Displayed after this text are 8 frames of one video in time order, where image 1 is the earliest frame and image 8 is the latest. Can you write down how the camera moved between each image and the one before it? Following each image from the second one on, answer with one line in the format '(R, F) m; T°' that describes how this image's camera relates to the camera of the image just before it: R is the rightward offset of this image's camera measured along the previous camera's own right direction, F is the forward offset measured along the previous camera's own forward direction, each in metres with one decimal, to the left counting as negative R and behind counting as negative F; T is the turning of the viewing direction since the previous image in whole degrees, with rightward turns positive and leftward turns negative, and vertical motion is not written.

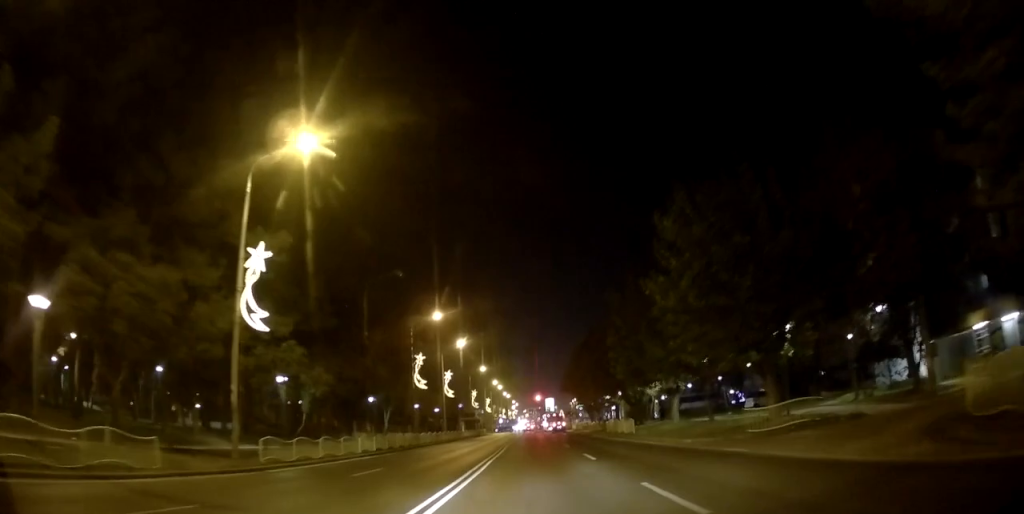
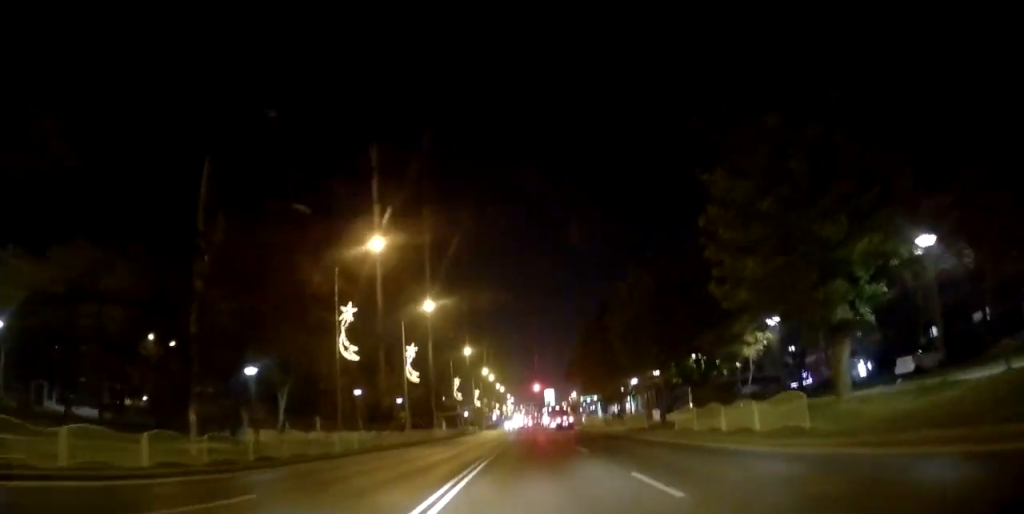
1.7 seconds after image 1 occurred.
(-0.1, +22.8) m; 0°
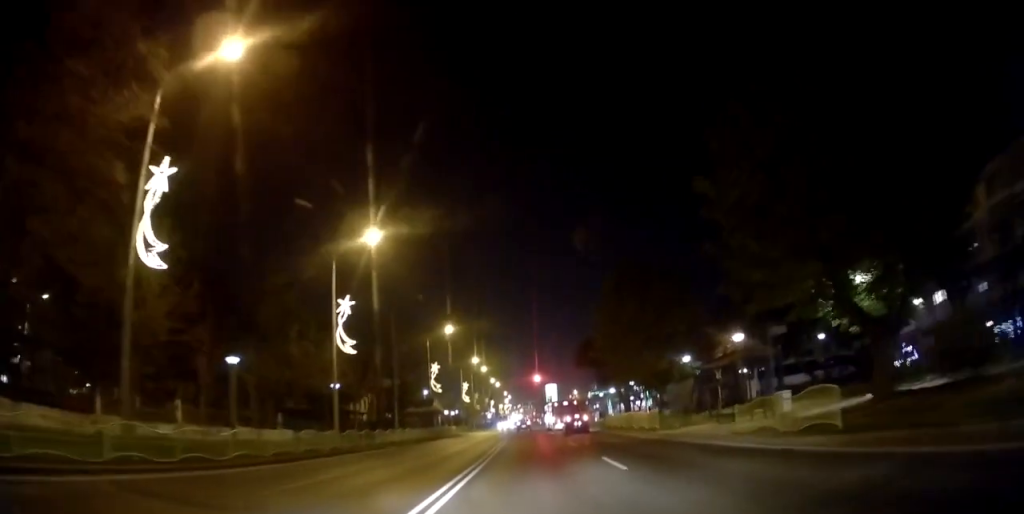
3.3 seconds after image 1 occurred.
(+0.1, +20.7) m; 0°
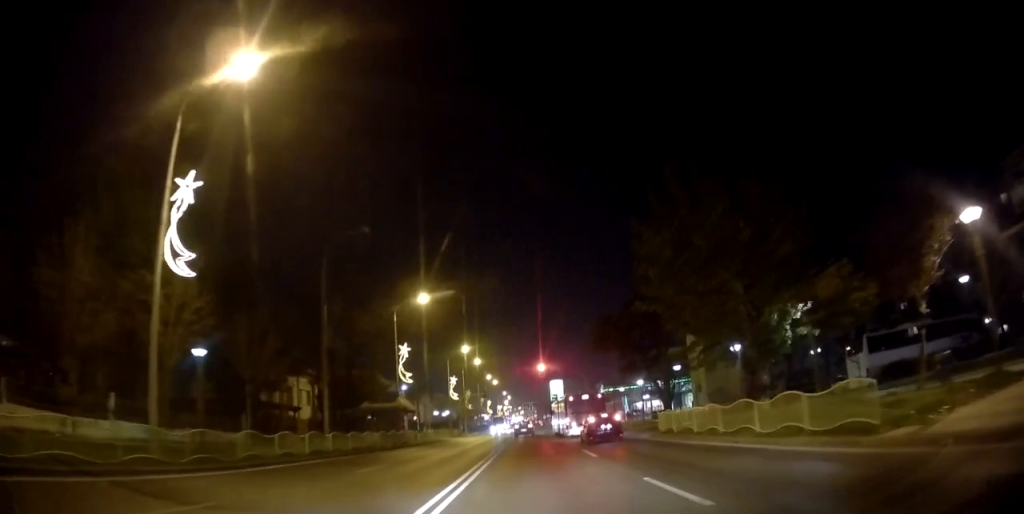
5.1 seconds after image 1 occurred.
(0.0, +18.9) m; -1°
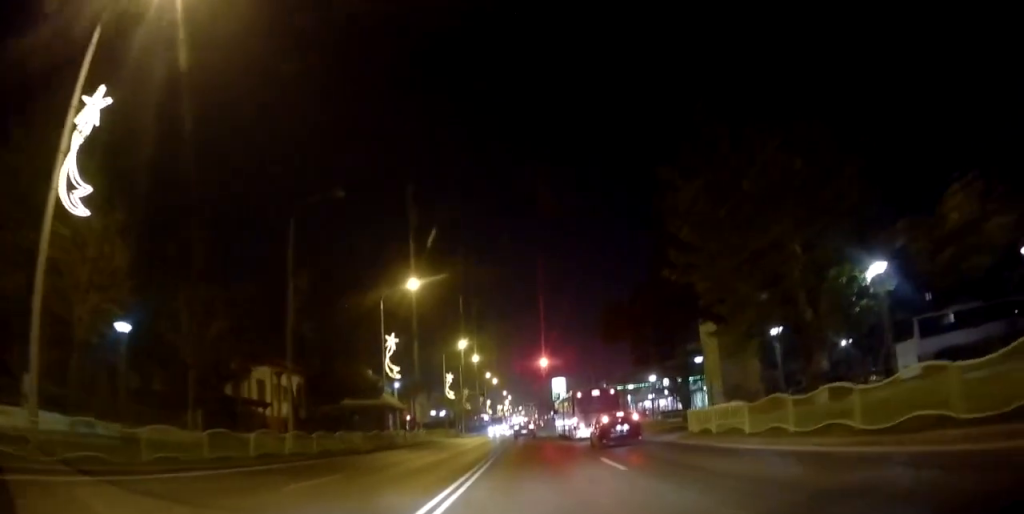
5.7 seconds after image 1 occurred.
(-0.1, +5.4) m; 0°
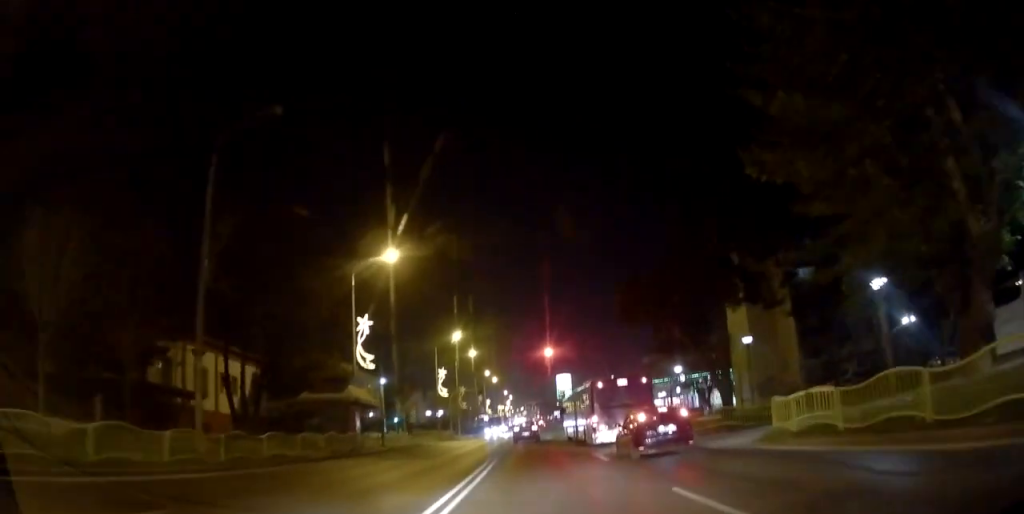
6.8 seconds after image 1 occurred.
(+0.1, +9.0) m; +1°
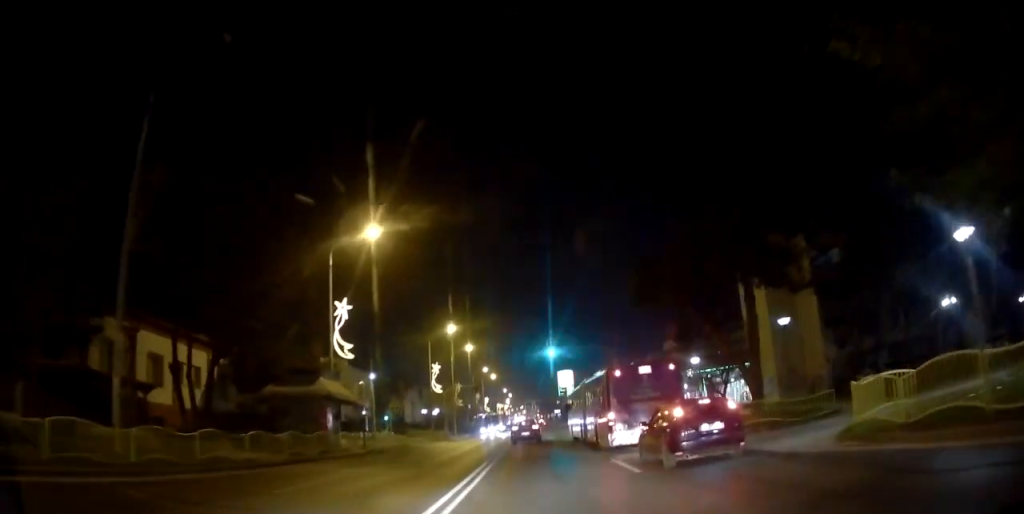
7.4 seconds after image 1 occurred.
(+0.1, +4.9) m; 0°
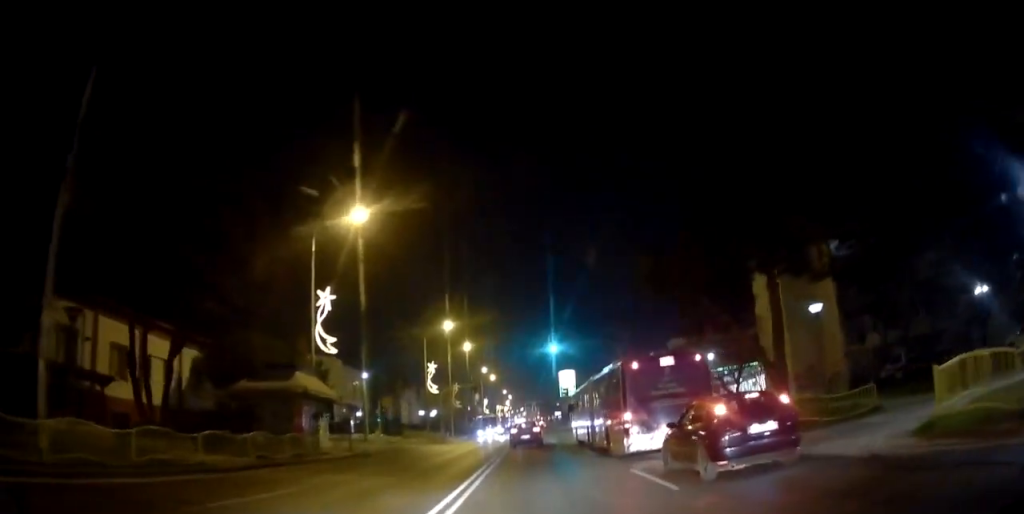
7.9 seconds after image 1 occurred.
(0.0, +3.3) m; -2°
